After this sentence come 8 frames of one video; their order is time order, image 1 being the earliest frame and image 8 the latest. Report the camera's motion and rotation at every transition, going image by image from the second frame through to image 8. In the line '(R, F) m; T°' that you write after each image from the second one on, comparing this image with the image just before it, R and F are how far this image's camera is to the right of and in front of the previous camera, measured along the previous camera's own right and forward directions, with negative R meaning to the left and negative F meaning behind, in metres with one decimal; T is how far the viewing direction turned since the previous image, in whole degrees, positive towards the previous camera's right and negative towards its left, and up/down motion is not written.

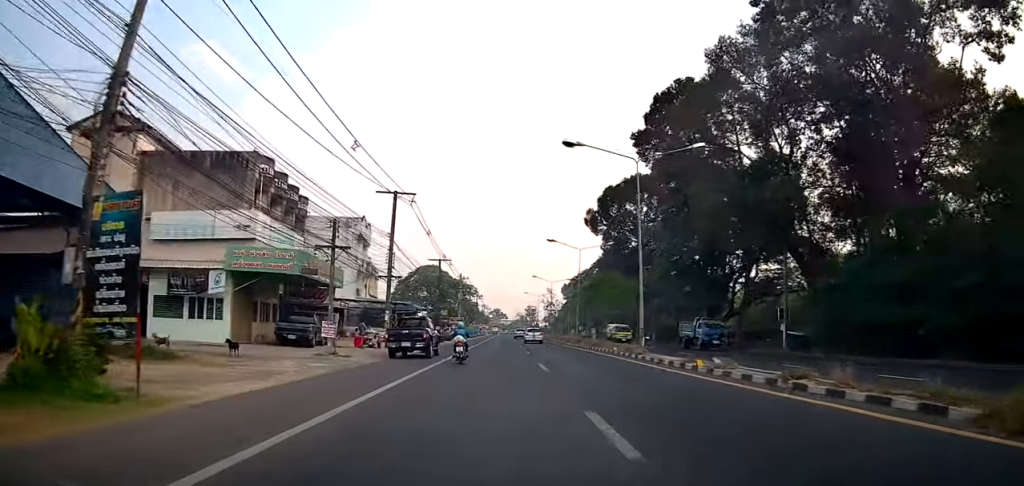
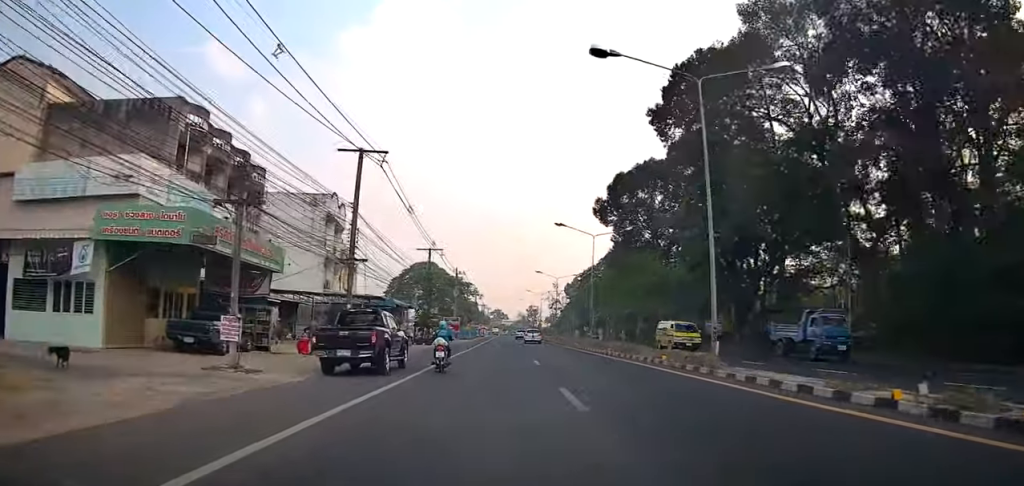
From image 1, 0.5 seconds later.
(0.0, +8.9) m; 0°
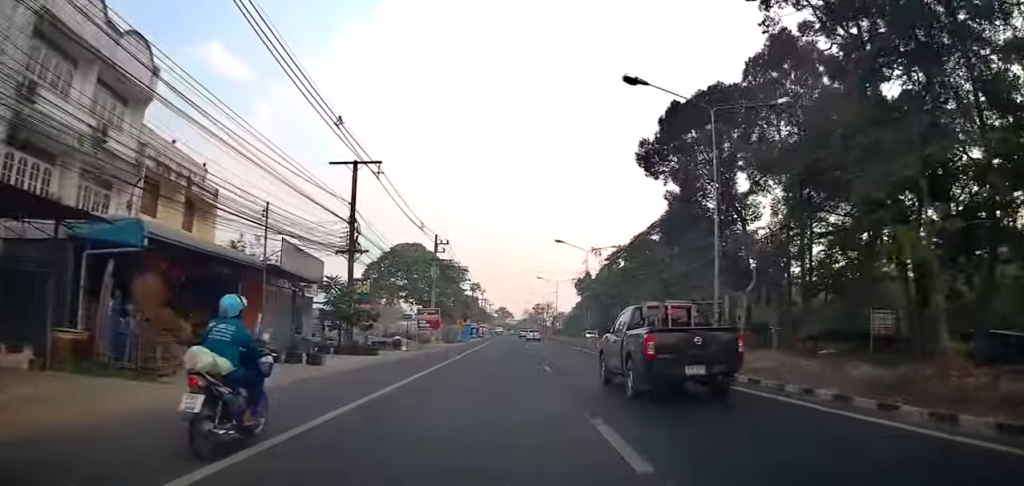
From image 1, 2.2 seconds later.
(0.0, +28.0) m; -3°
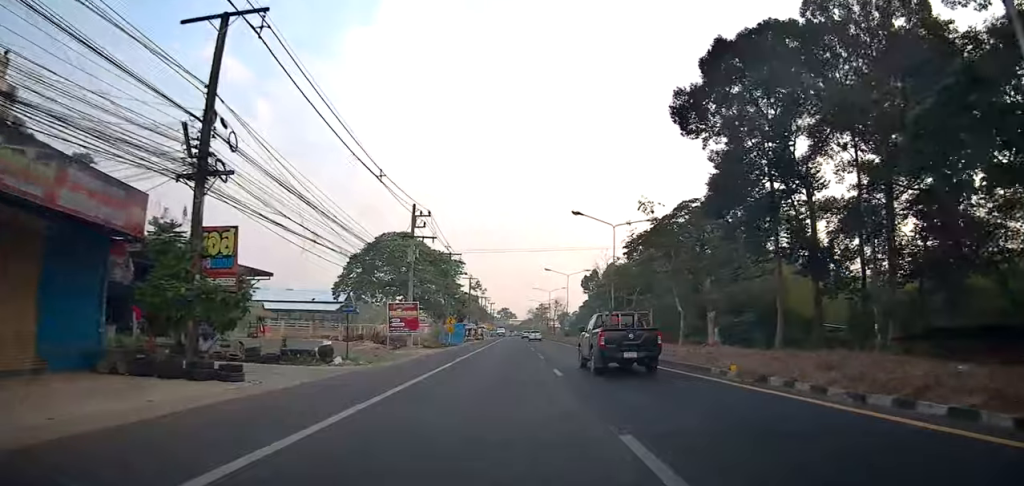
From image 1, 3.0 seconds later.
(-0.5, +13.3) m; 0°
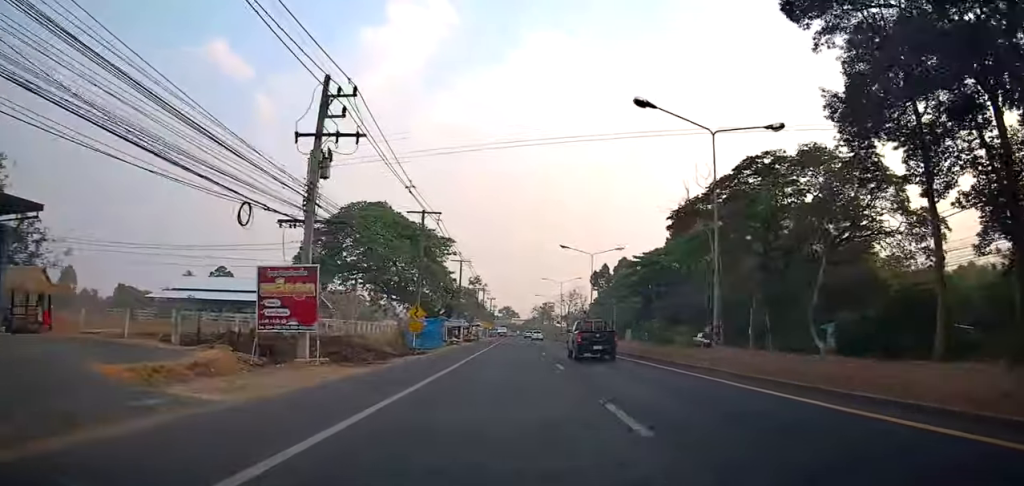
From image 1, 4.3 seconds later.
(+0.5, +20.6) m; +3°
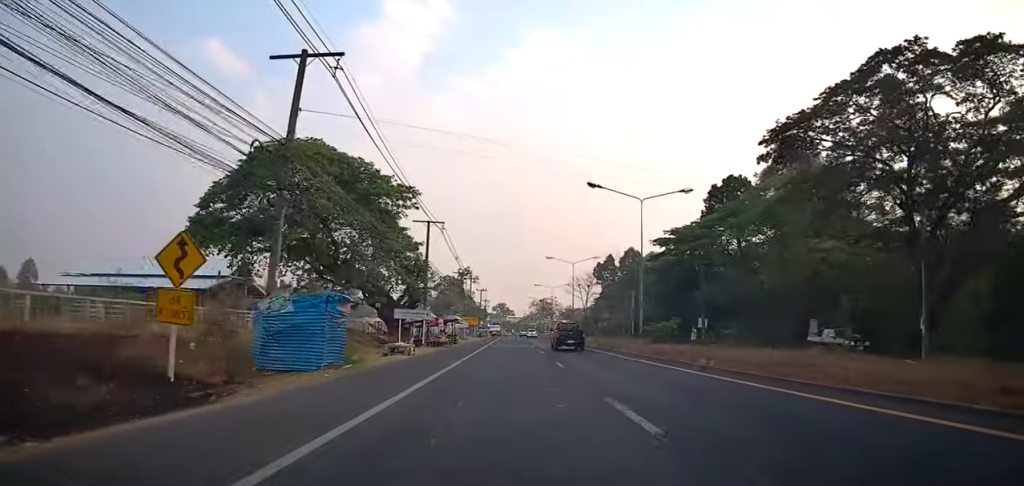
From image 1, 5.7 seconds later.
(+0.1, +24.0) m; 0°
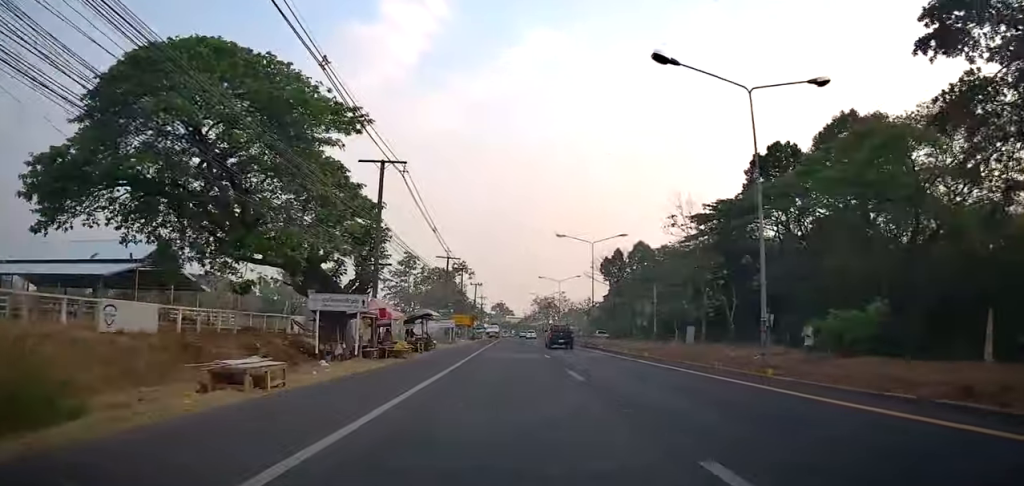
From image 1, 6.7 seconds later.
(0.0, +16.7) m; 0°
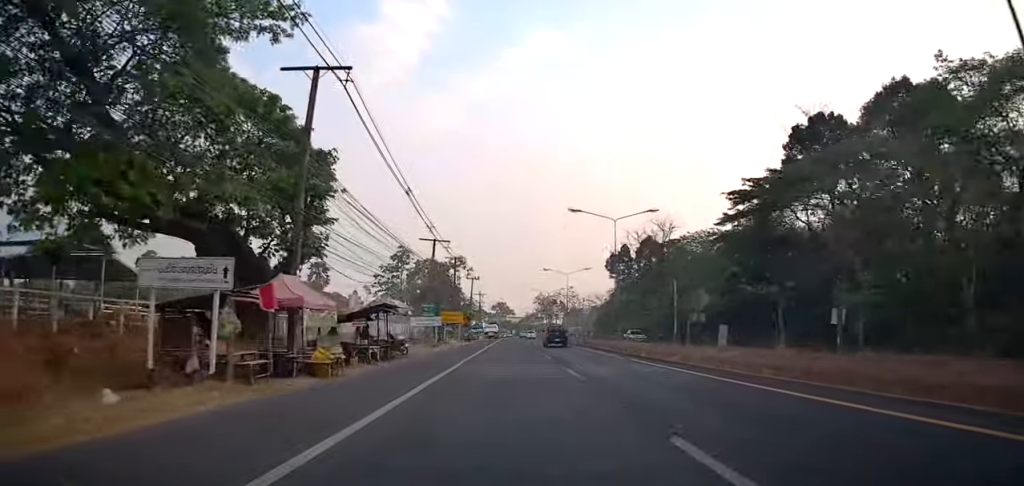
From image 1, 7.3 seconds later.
(0.0, +11.2) m; 0°
